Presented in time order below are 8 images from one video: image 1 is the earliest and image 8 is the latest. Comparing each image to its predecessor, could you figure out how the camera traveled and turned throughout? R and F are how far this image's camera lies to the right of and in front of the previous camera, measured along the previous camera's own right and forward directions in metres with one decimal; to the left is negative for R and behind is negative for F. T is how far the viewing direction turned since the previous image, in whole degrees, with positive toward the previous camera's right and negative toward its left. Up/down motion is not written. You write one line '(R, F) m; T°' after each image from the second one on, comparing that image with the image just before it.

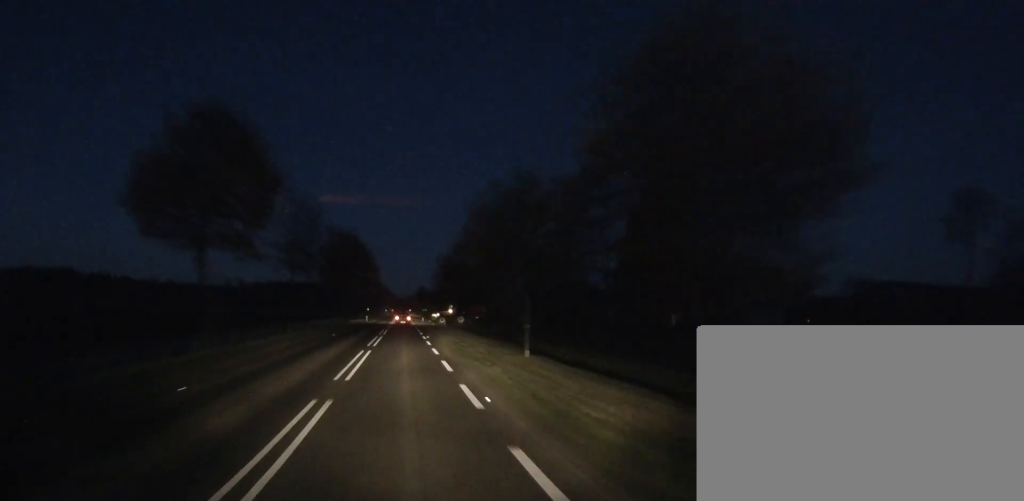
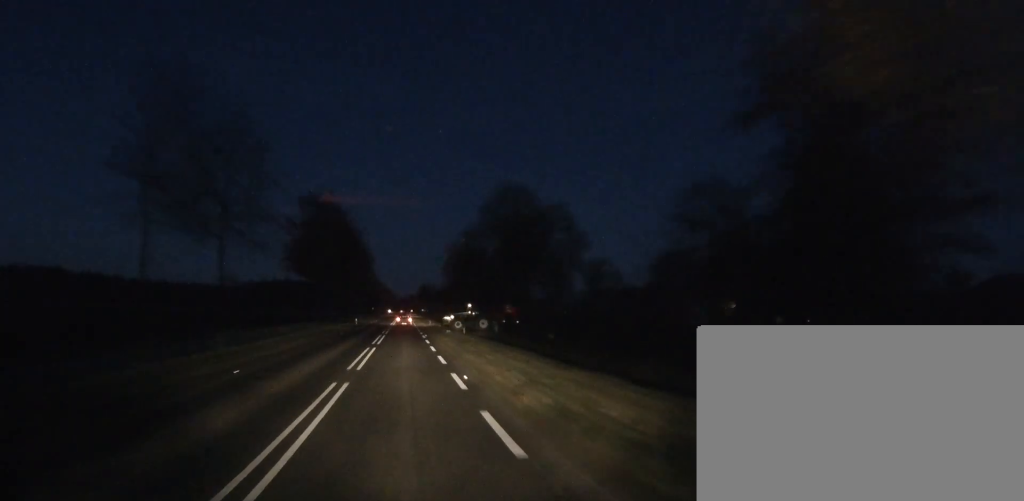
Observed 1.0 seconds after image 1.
(+0.5, +21.3) m; +1°
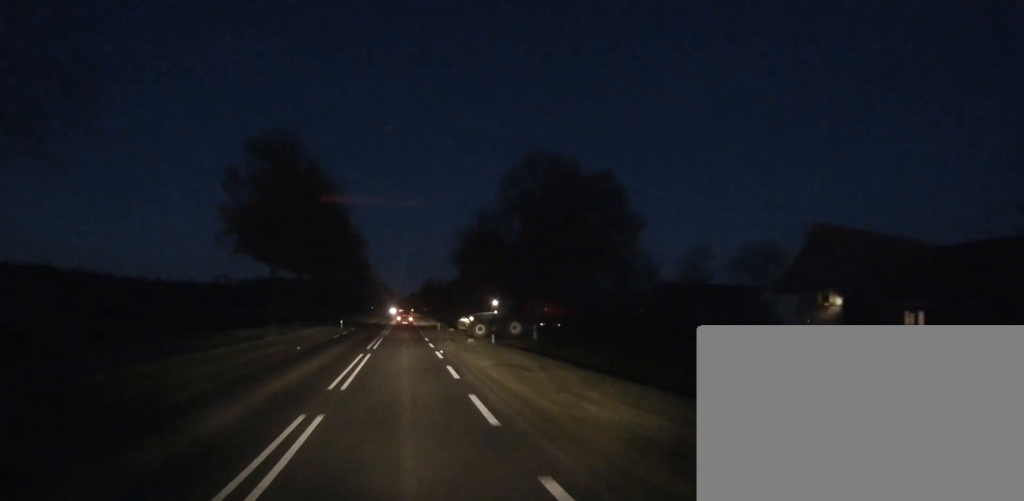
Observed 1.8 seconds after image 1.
(-0.1, +16.2) m; 0°
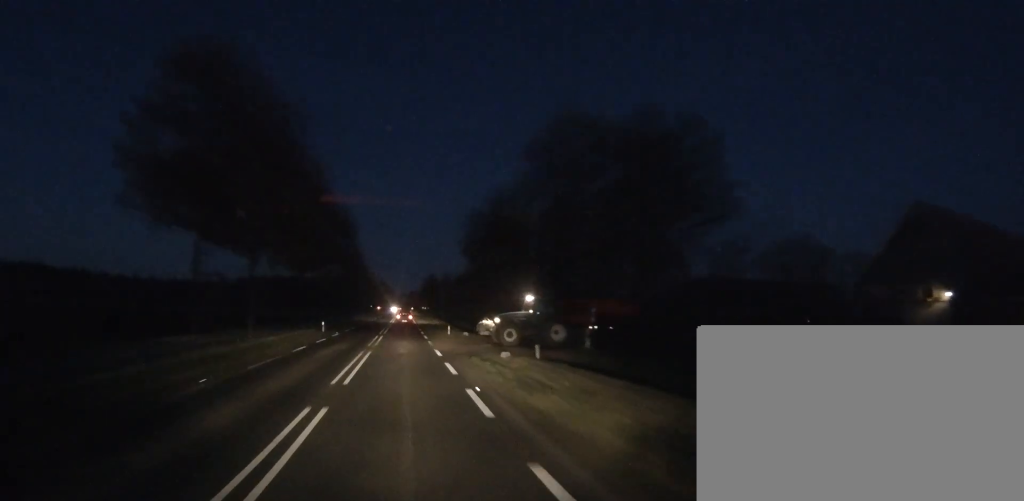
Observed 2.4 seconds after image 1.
(+0.1, +11.4) m; -1°
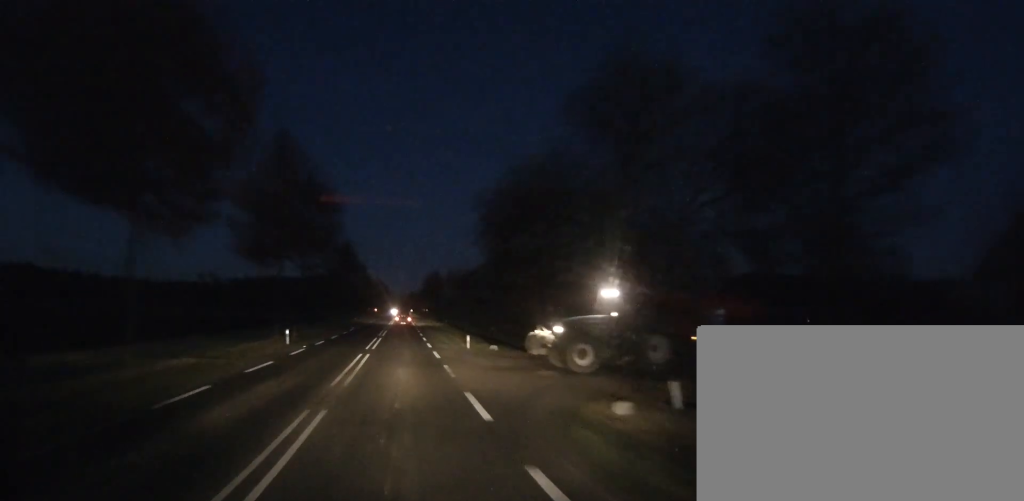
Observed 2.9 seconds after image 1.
(-0.1, +11.9) m; -1°
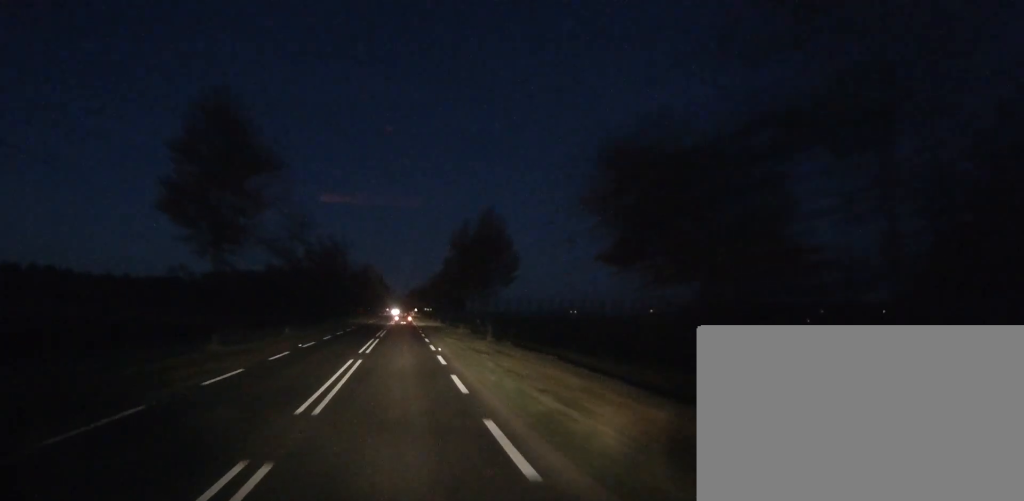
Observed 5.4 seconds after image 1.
(+0.7, +51.4) m; 0°
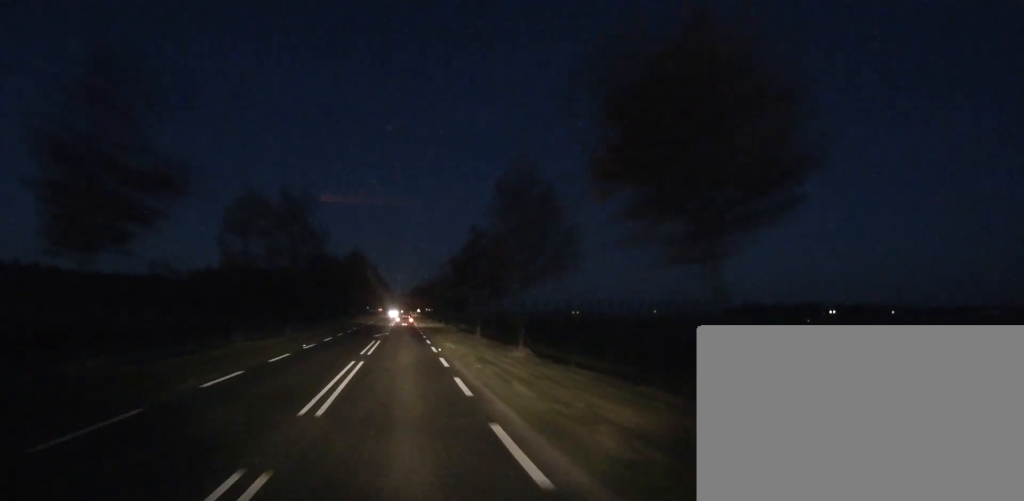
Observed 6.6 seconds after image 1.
(-0.7, +24.4) m; +2°
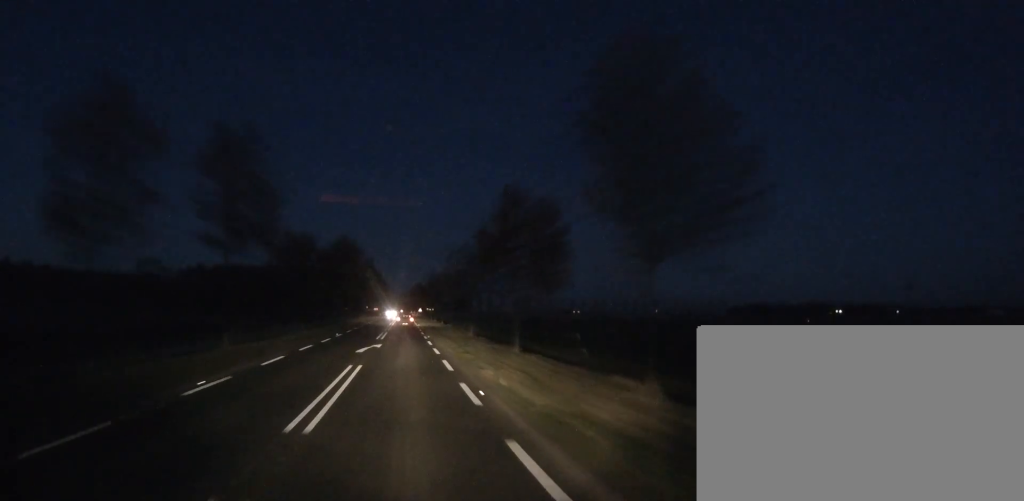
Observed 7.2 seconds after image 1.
(+0.7, +13.1) m; 0°
